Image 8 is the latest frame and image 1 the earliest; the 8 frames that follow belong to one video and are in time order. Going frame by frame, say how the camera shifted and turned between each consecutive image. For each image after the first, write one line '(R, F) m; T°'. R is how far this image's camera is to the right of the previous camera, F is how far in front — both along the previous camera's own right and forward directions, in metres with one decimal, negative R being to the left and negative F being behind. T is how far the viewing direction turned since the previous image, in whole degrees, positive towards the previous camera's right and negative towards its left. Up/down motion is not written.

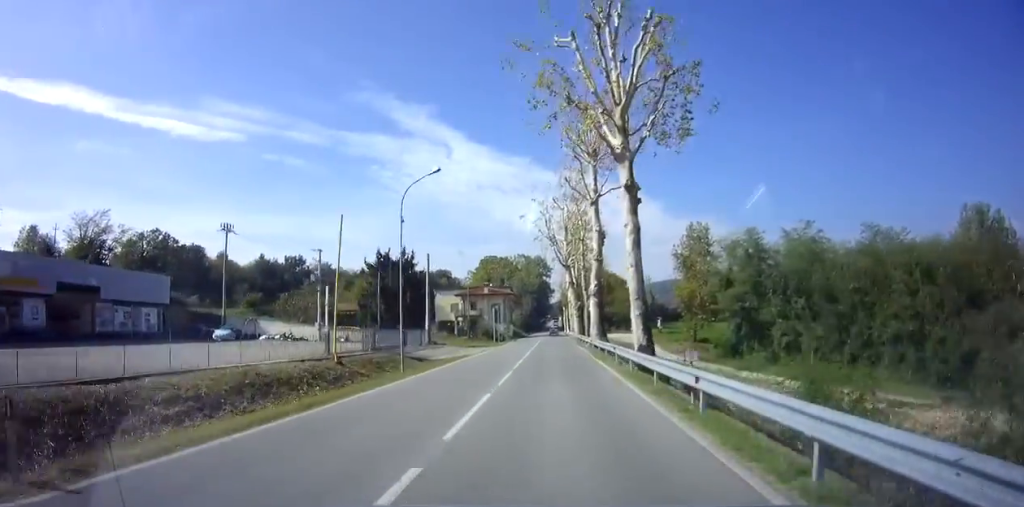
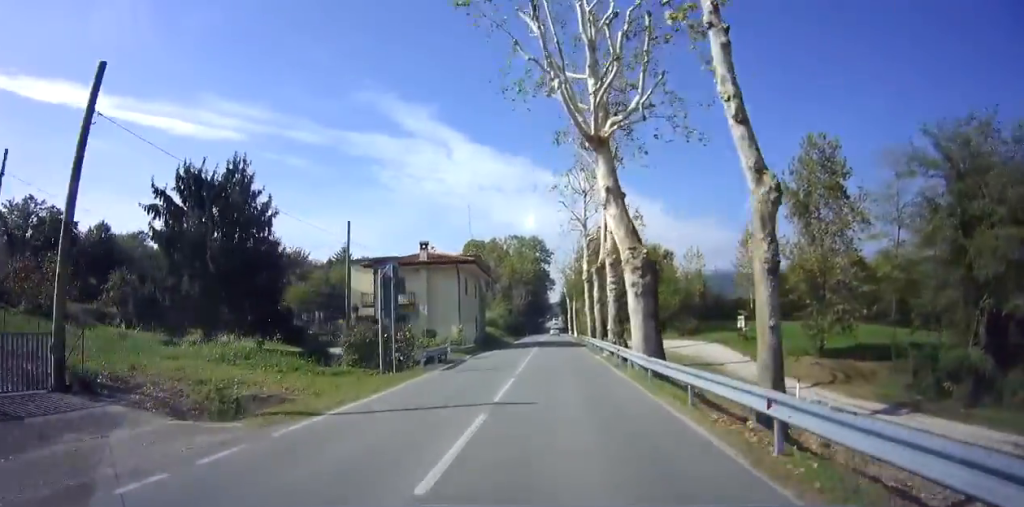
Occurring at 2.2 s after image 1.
(+0.1, +38.8) m; 0°
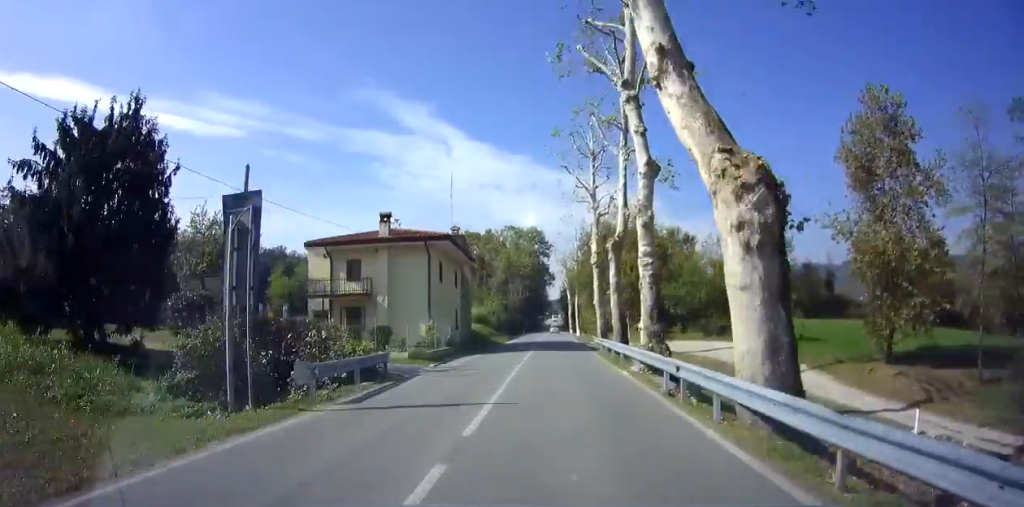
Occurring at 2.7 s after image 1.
(-0.1, +9.4) m; 0°
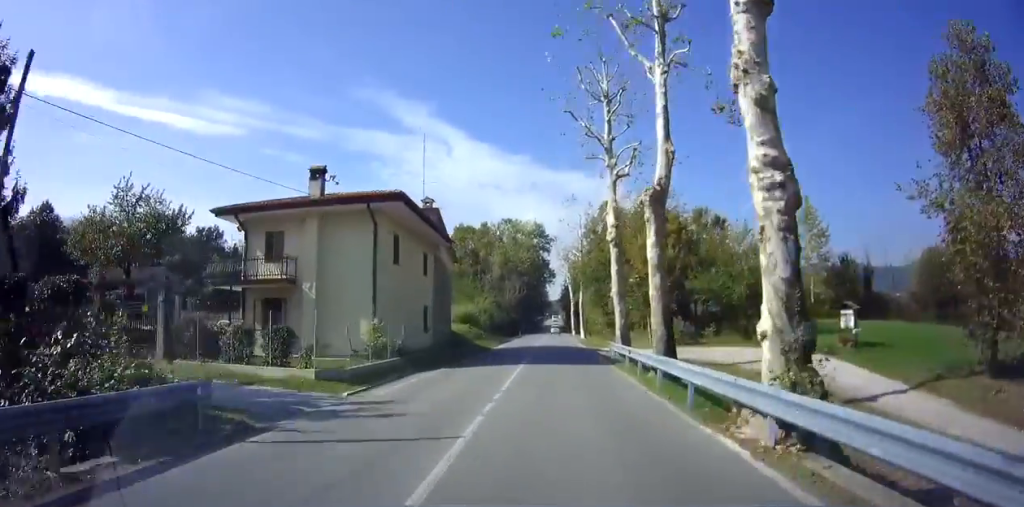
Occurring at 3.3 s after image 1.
(0.0, +9.4) m; 0°
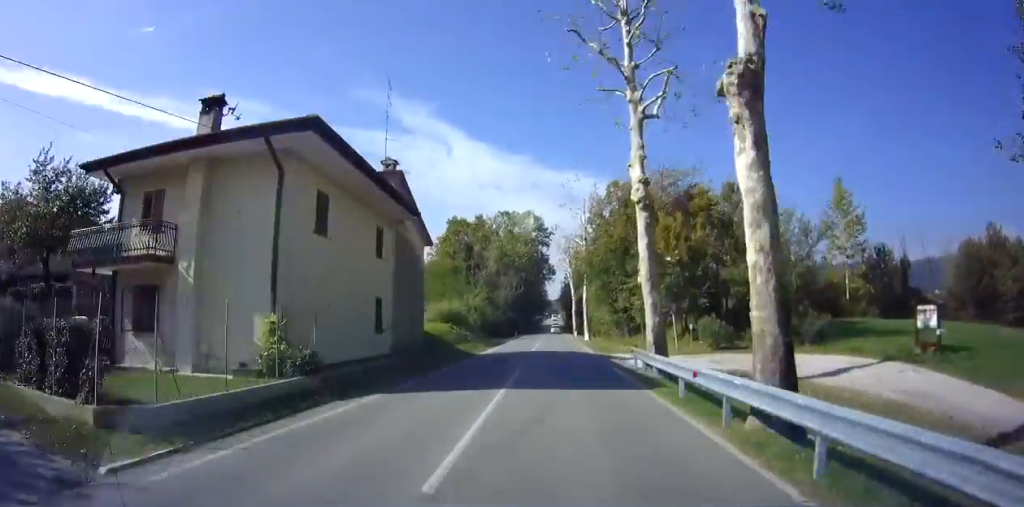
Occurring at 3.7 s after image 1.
(0.0, +8.3) m; 0°
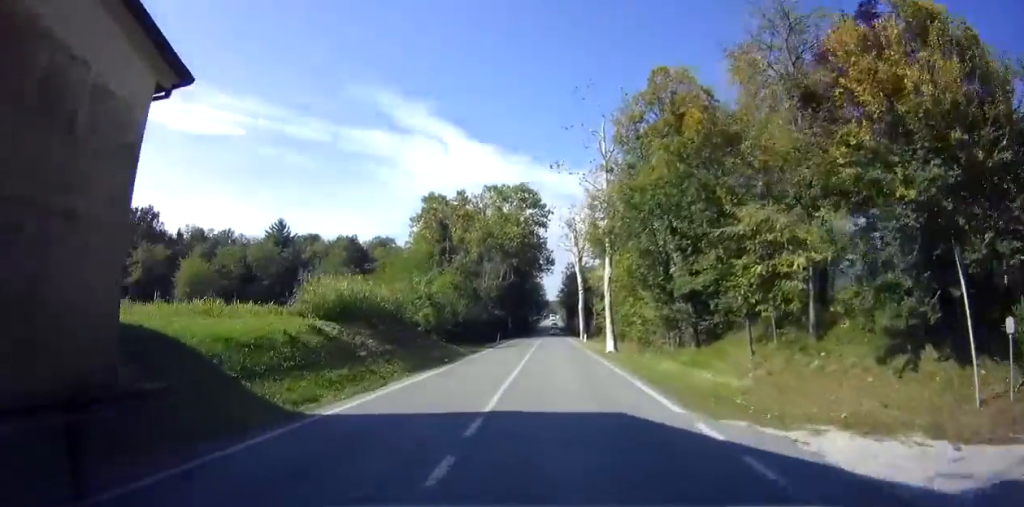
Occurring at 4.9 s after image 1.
(+0.1, +21.4) m; +1°
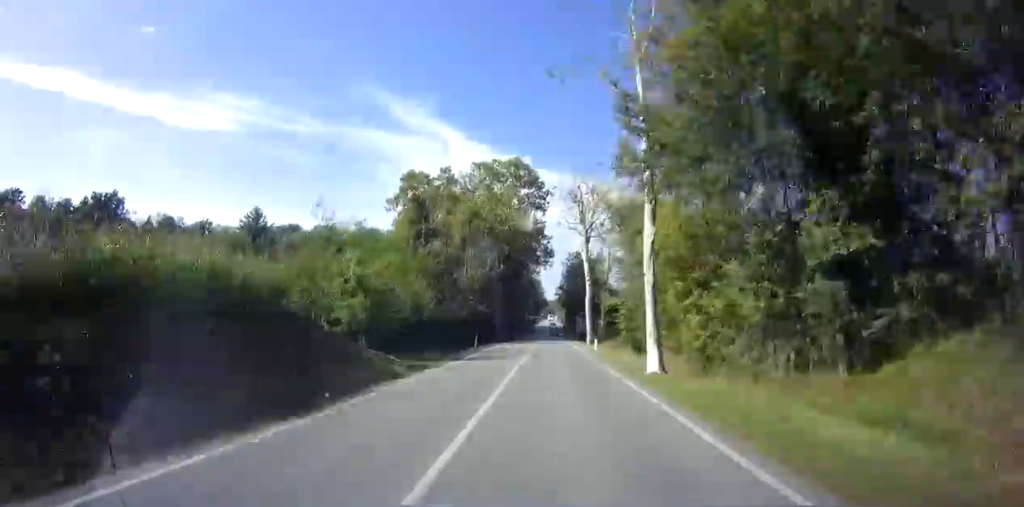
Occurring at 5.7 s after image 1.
(+0.1, +13.1) m; +1°
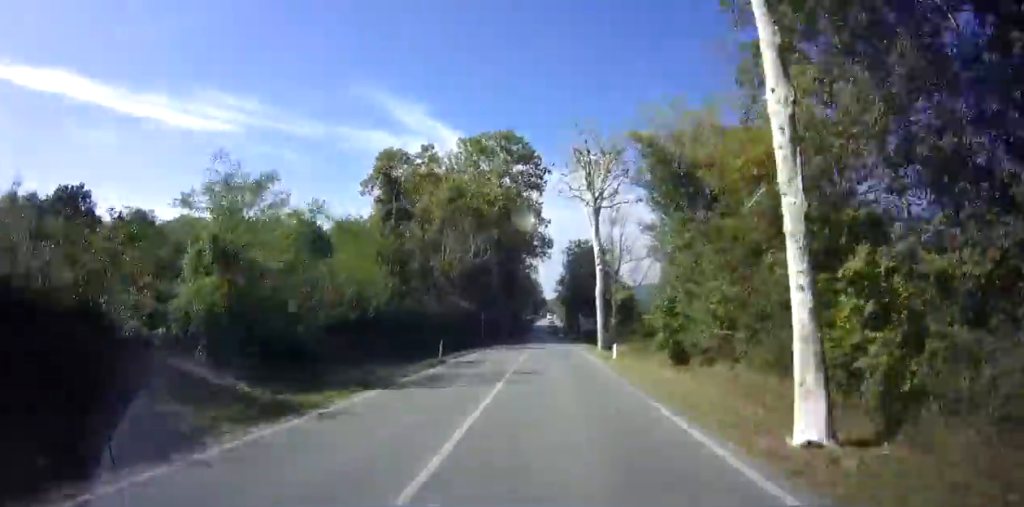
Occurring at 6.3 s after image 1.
(+0.1, +10.8) m; 0°
